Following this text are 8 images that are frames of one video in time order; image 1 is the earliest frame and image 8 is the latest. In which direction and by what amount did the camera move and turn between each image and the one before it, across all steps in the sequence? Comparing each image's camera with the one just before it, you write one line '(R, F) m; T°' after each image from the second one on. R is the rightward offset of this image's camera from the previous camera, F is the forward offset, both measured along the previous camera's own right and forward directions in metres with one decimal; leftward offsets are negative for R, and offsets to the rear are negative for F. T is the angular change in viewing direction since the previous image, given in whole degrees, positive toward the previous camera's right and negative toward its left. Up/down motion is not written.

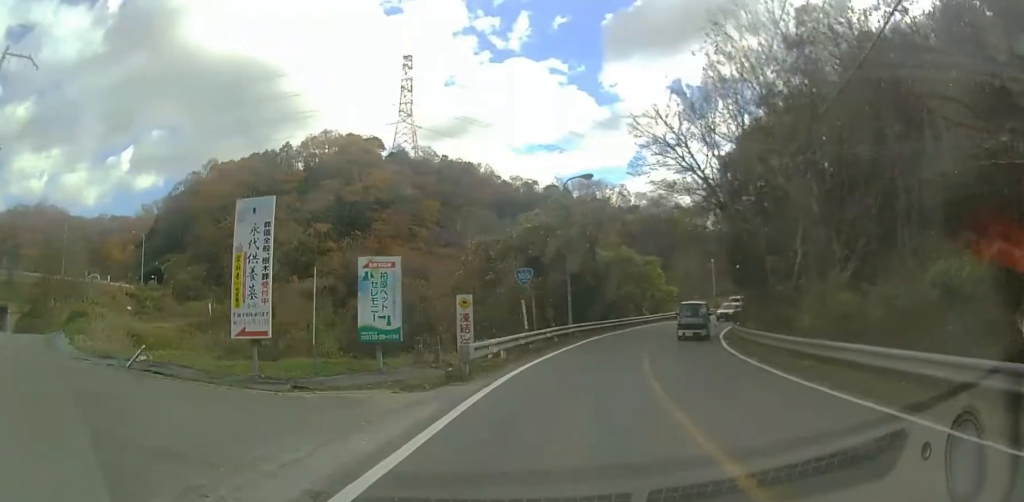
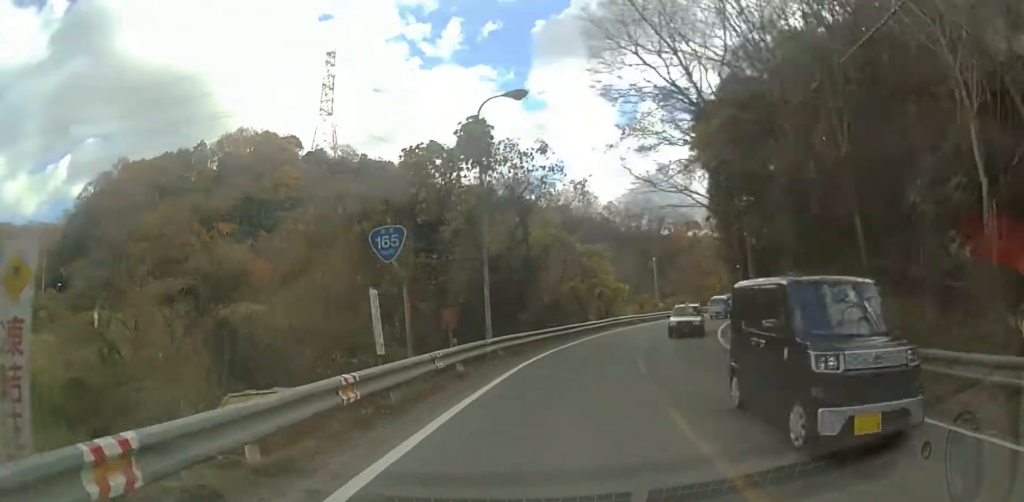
(+0.6, +10.3) m; +12°
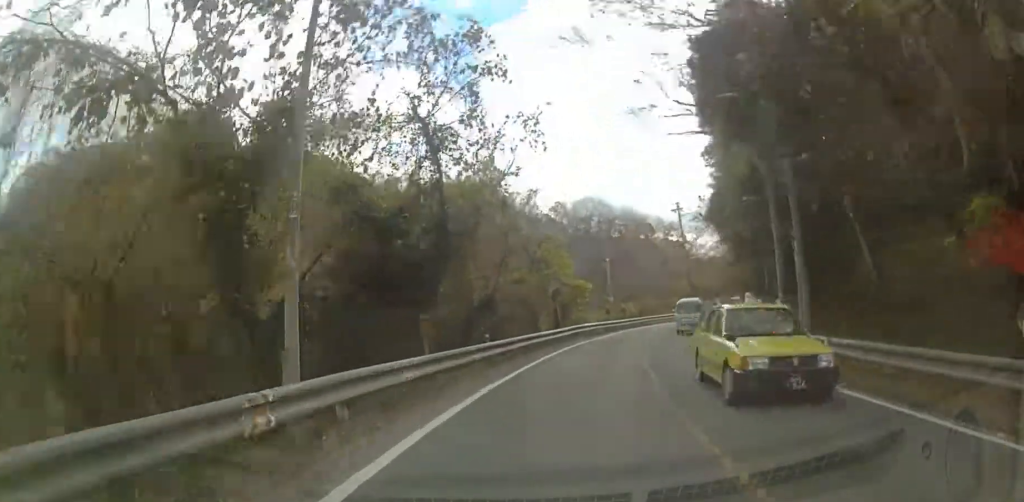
(+0.5, +8.8) m; +17°
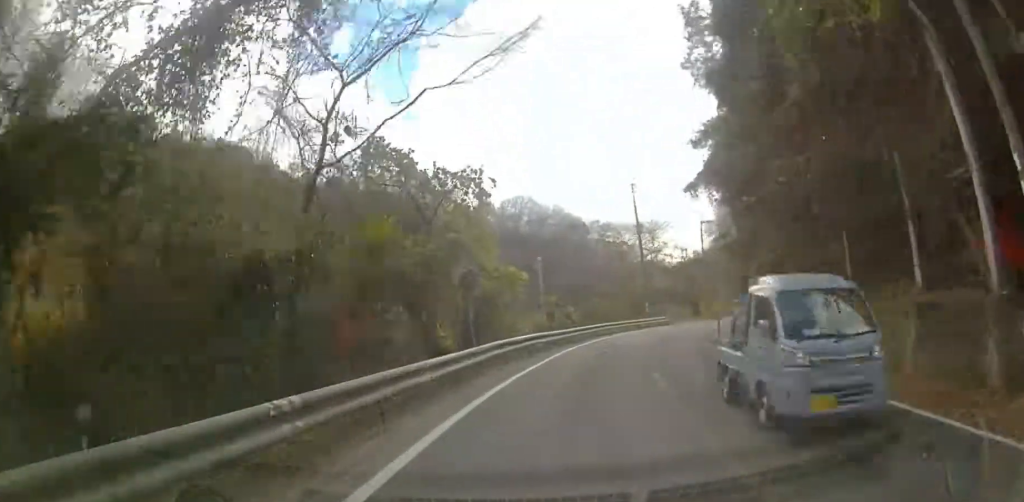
(+3.0, +10.1) m; +19°
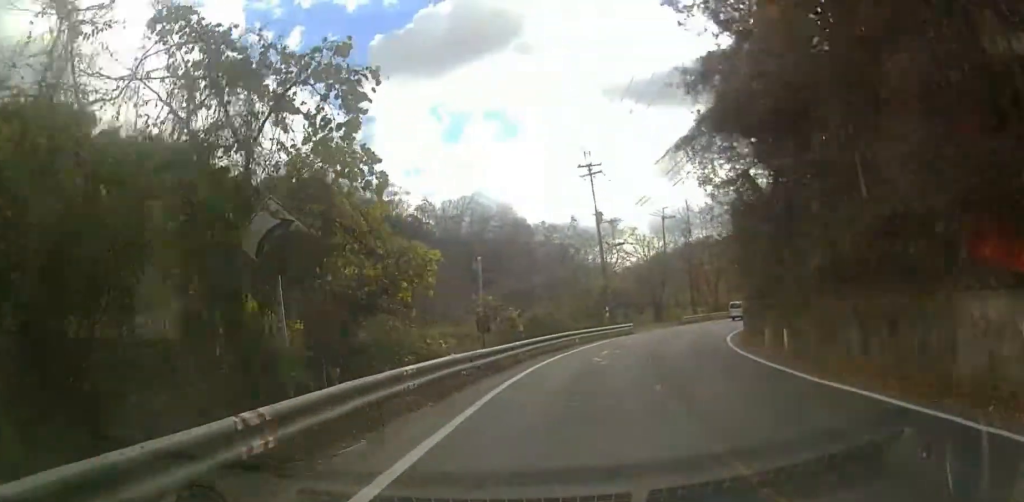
(+0.3, +7.2) m; +2°
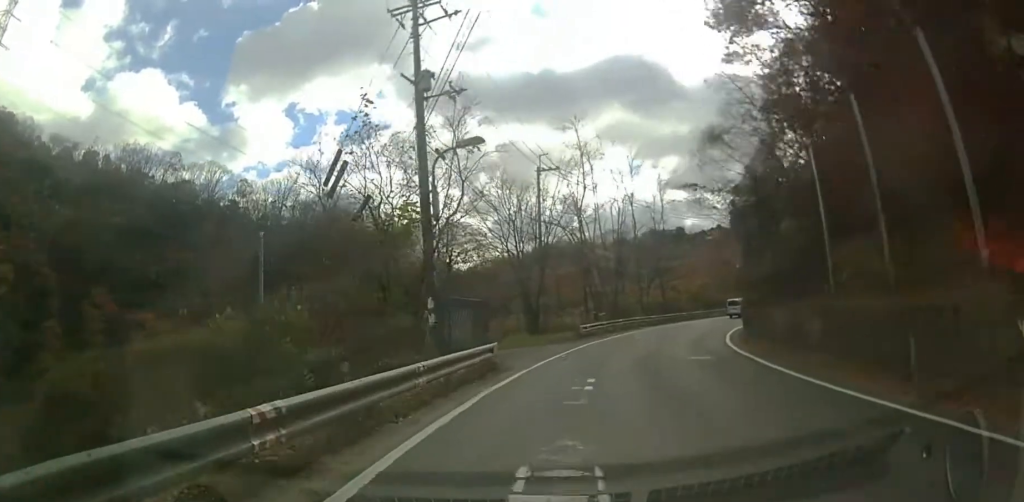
(+0.2, +22.0) m; 0°
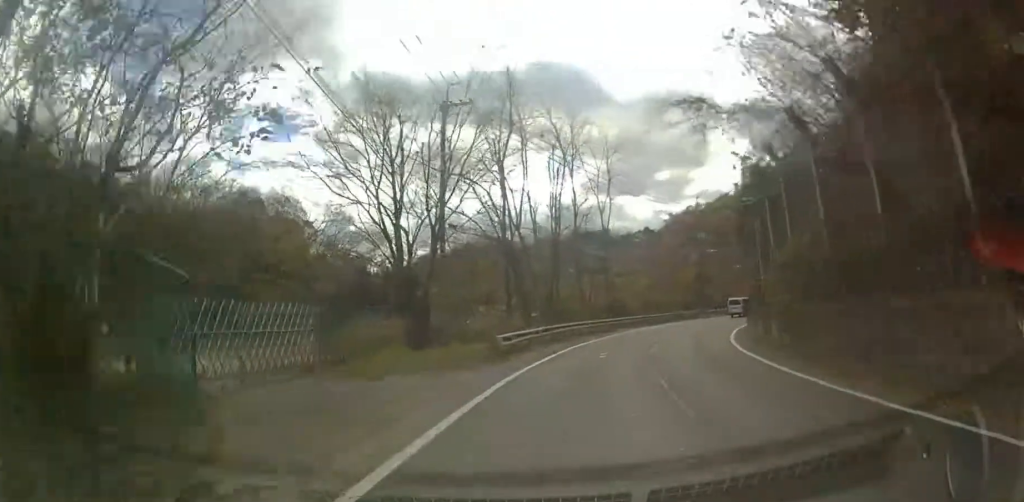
(0.0, +11.5) m; 0°
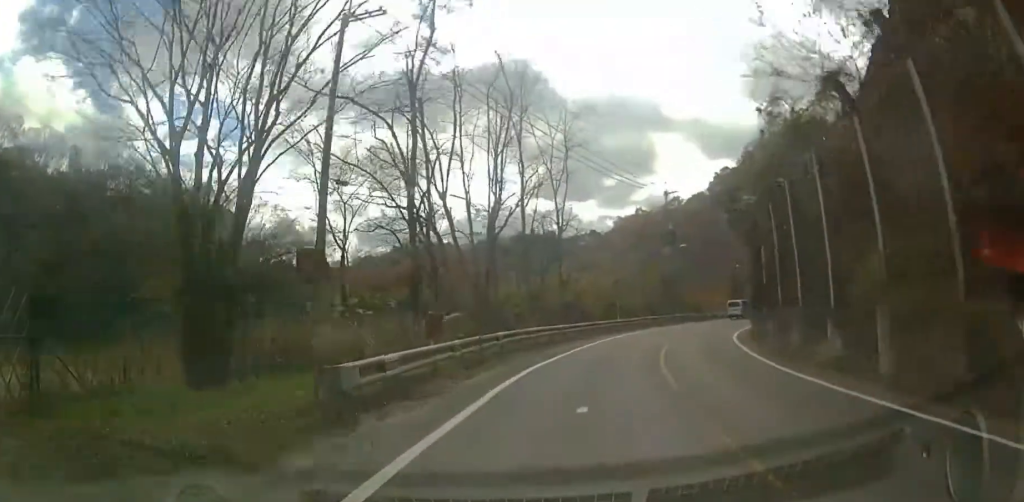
(0.0, +8.7) m; 0°
